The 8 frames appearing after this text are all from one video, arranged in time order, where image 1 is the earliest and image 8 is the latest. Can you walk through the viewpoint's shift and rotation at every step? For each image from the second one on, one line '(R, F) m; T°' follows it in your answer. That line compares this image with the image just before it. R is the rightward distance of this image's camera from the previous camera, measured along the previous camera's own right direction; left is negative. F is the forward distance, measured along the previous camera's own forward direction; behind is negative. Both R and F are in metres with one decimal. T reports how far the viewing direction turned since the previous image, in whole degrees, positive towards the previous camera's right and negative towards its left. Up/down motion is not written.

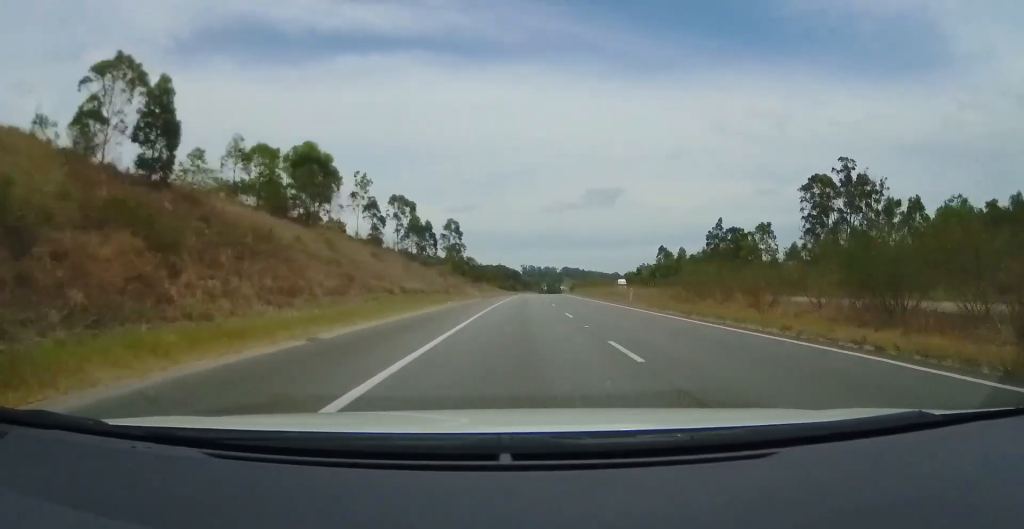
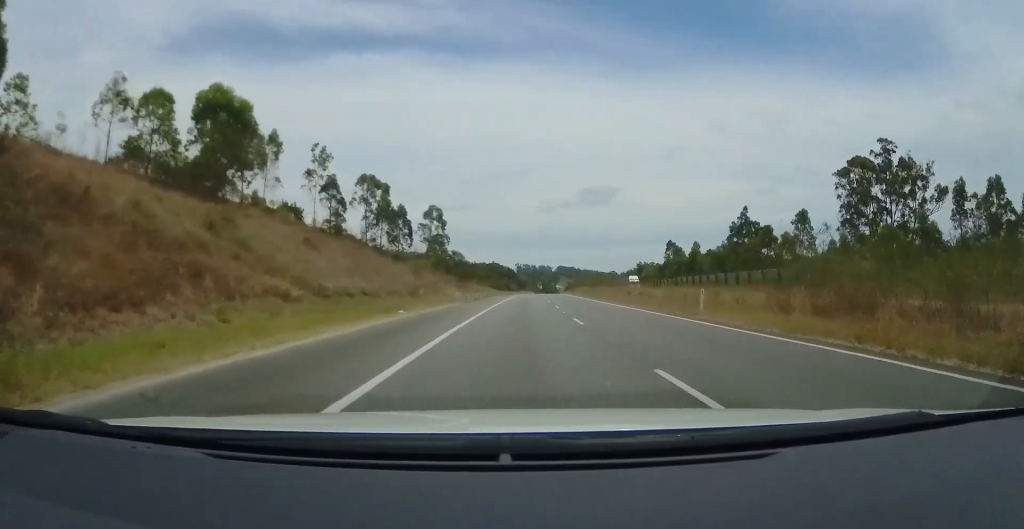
(+0.2, +17.0) m; +1°
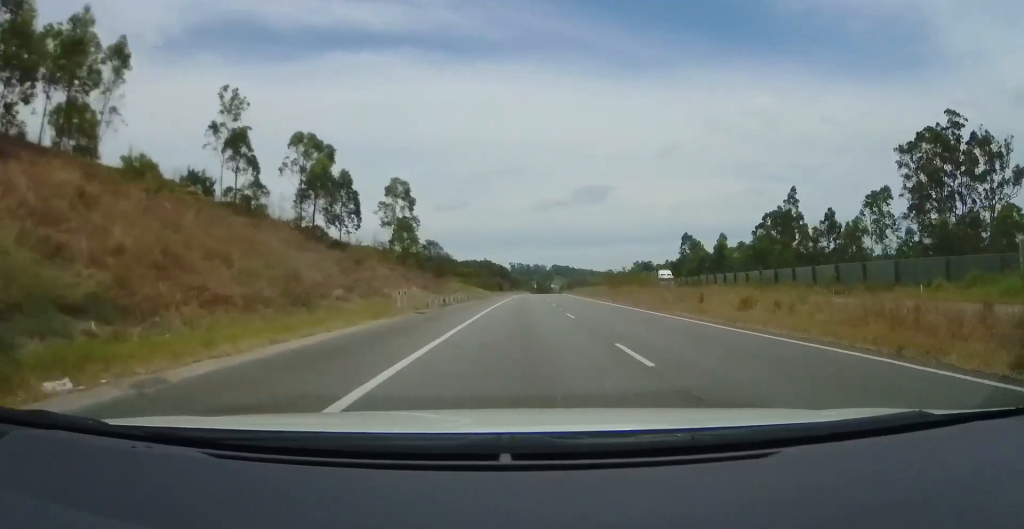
(+0.1, +20.8) m; 0°
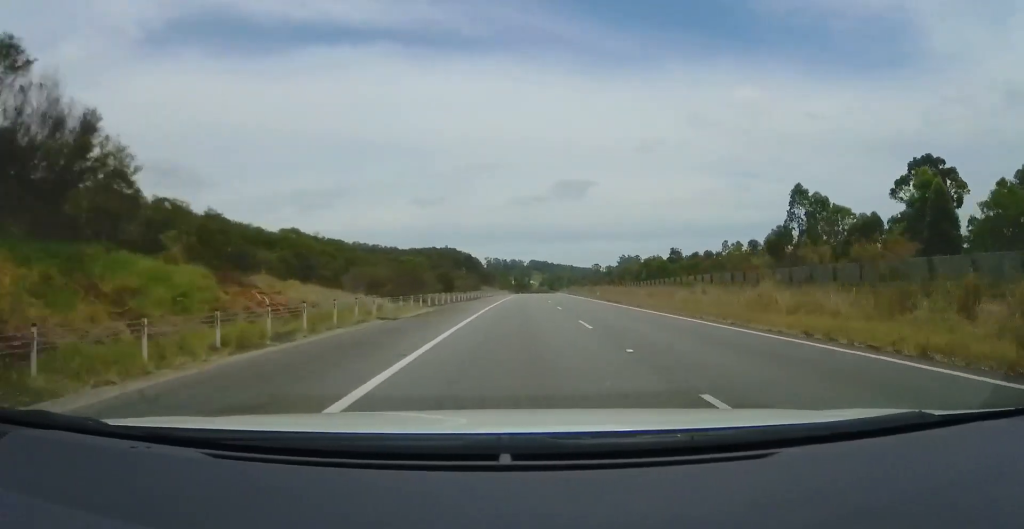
(+1.6, +67.0) m; +3°
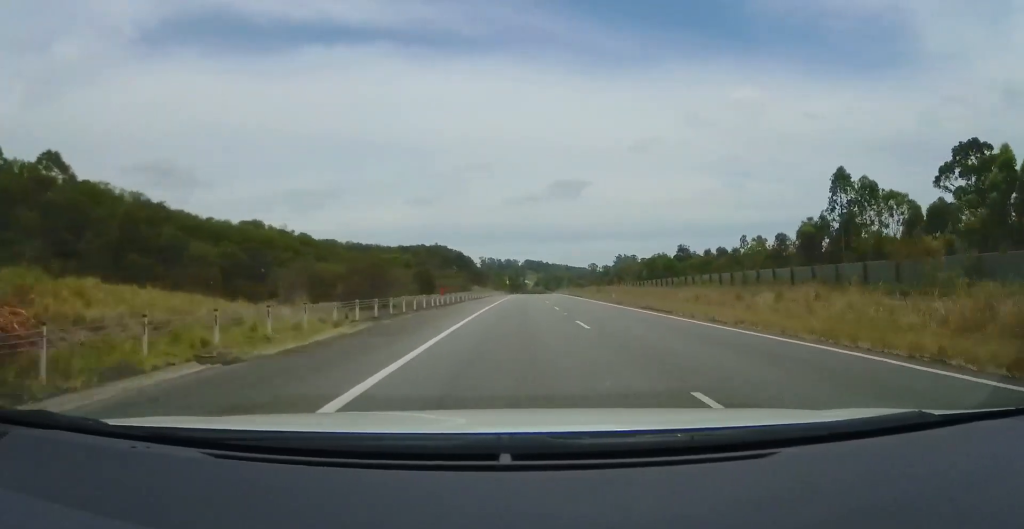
(+0.1, +12.2) m; +1°
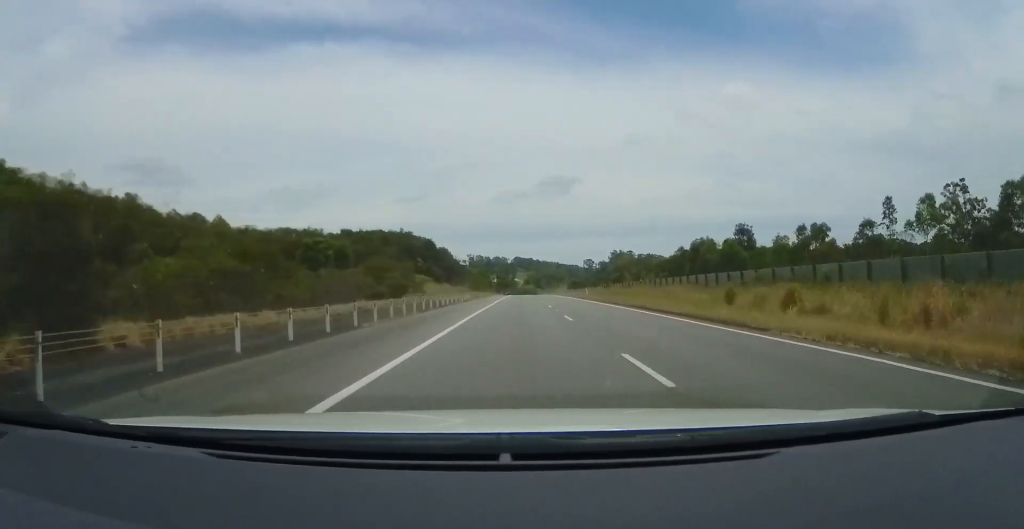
(+1.0, +44.8) m; +3°
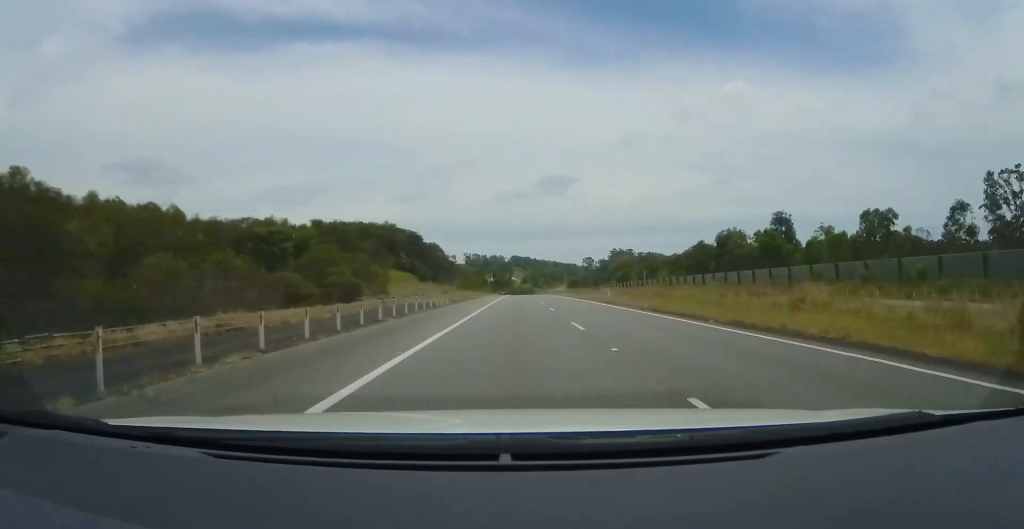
(+0.1, +16.9) m; 0°
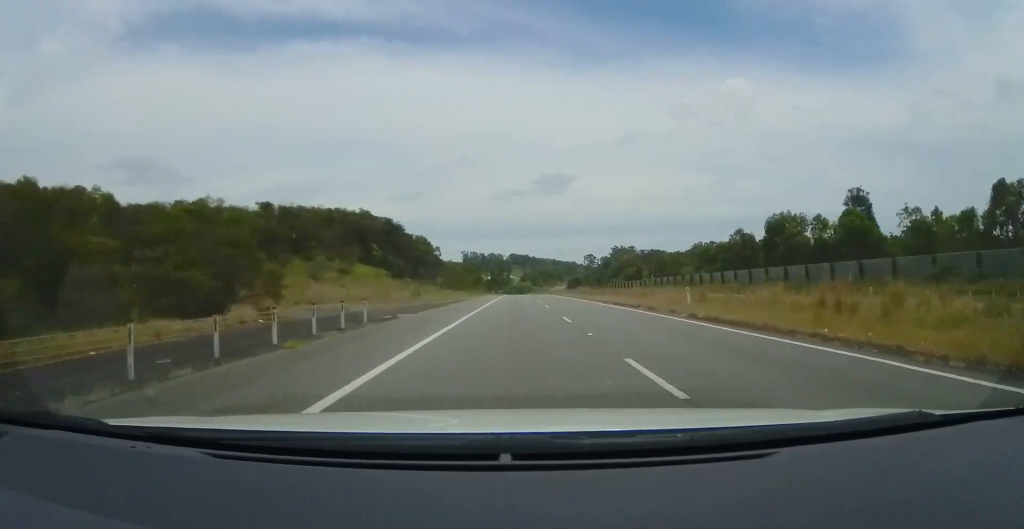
(0.0, +20.4) m; 0°
